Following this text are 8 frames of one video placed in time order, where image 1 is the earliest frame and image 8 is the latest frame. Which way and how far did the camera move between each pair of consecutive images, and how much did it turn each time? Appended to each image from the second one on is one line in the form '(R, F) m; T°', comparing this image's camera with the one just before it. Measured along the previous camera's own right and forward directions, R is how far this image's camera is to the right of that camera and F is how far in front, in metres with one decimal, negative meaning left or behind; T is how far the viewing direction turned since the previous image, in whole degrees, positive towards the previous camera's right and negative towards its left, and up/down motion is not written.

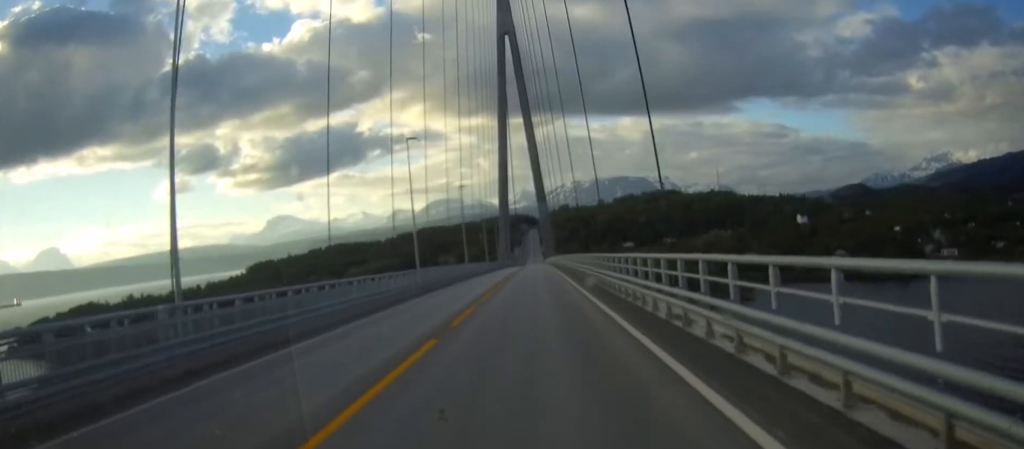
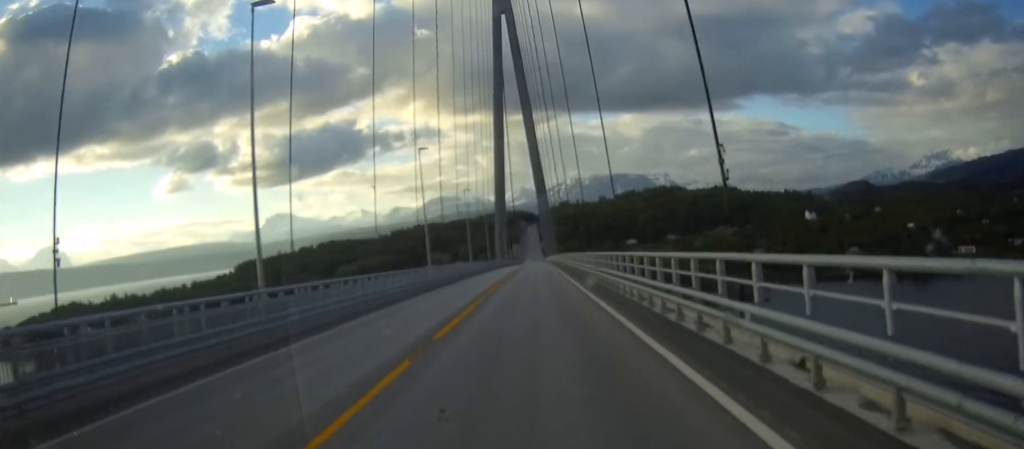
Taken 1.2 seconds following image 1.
(0.0, +26.9) m; 0°
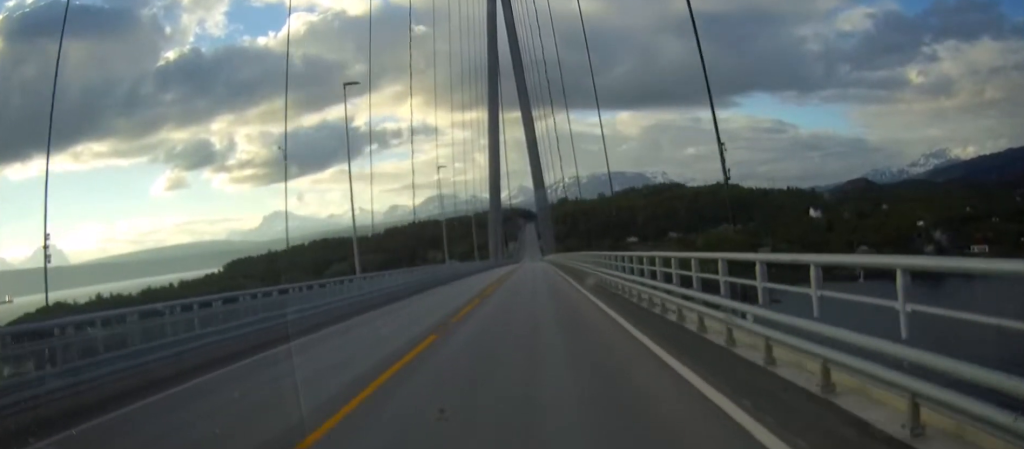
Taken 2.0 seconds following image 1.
(+0.1, +20.2) m; 0°
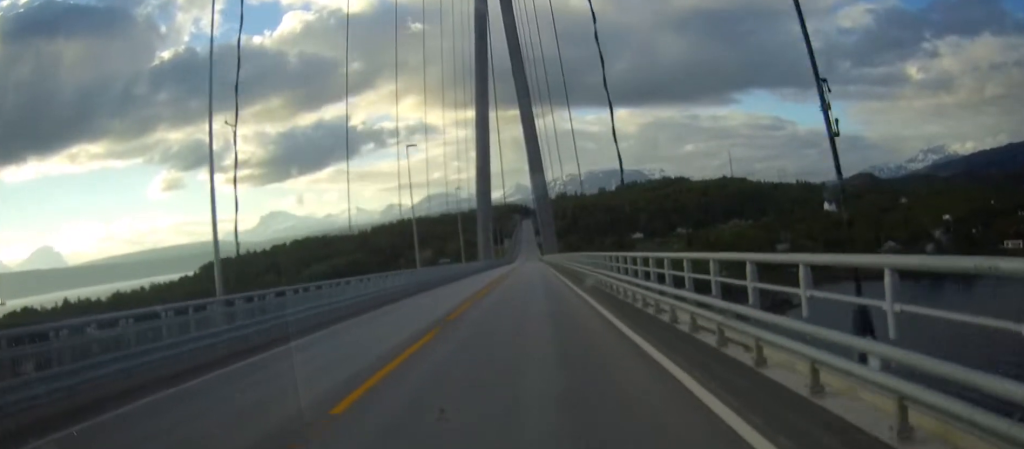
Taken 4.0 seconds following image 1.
(0.0, +45.6) m; 0°
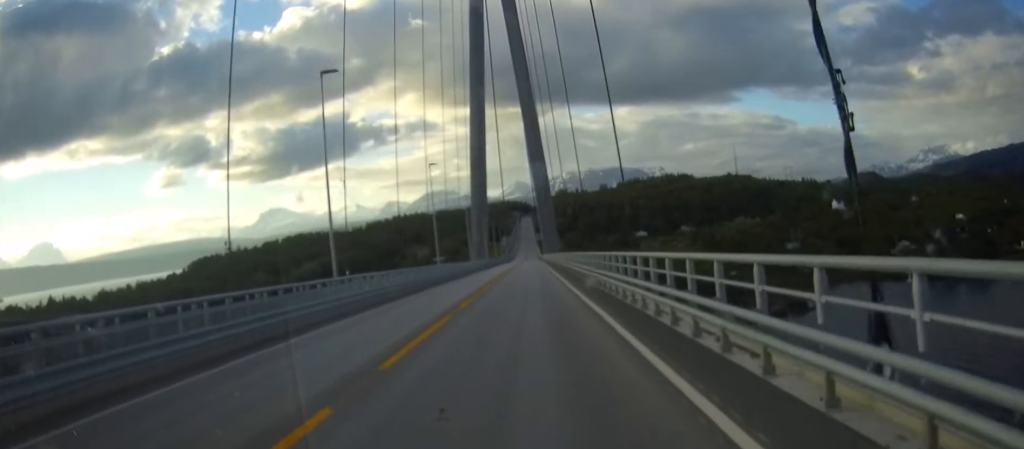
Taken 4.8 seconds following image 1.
(+0.1, +20.6) m; 0°
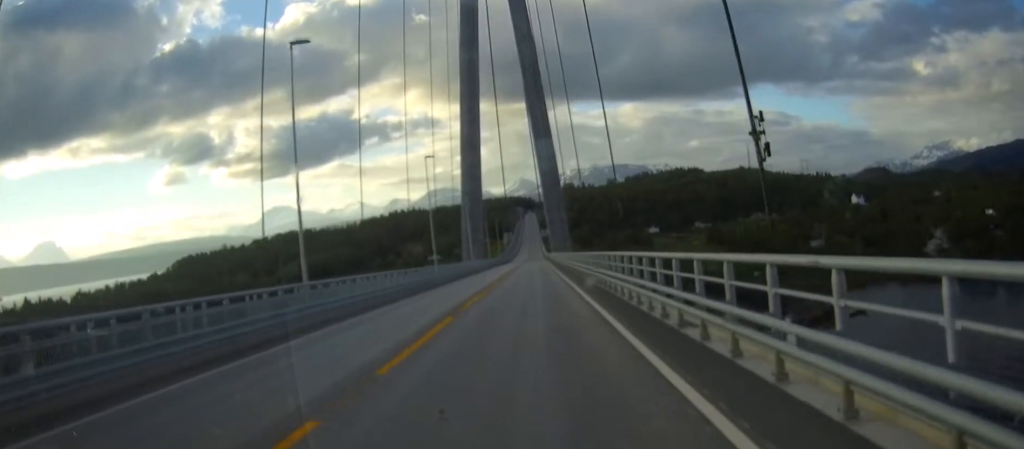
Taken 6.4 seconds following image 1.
(0.0, +36.4) m; 0°
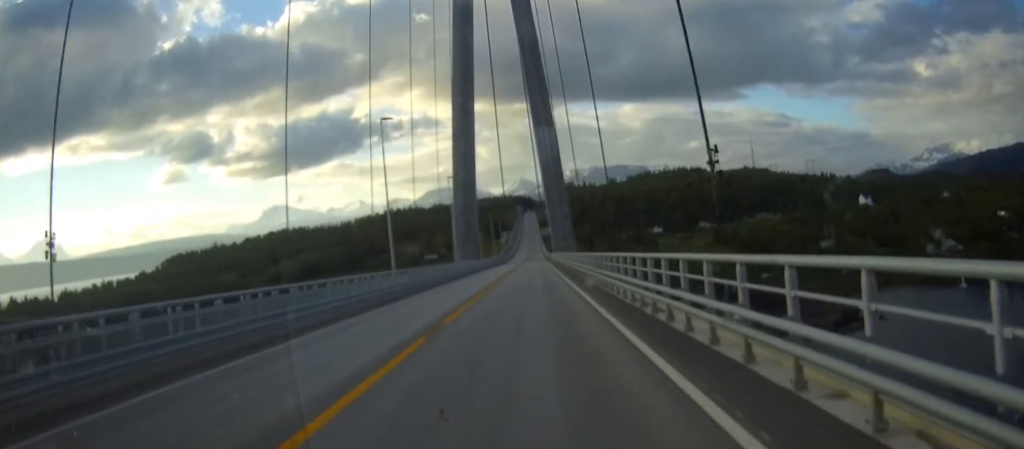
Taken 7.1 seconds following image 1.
(0.0, +16.6) m; 0°
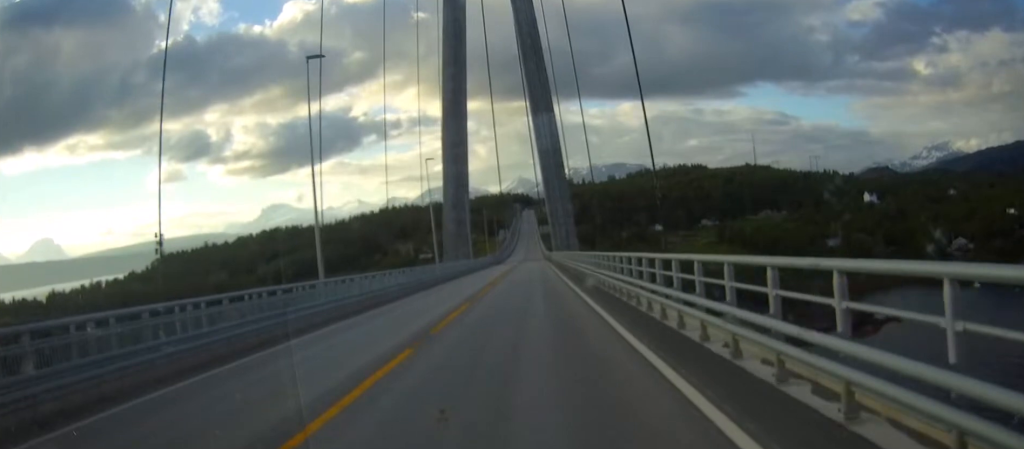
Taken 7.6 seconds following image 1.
(0.0, +13.4) m; 0°
